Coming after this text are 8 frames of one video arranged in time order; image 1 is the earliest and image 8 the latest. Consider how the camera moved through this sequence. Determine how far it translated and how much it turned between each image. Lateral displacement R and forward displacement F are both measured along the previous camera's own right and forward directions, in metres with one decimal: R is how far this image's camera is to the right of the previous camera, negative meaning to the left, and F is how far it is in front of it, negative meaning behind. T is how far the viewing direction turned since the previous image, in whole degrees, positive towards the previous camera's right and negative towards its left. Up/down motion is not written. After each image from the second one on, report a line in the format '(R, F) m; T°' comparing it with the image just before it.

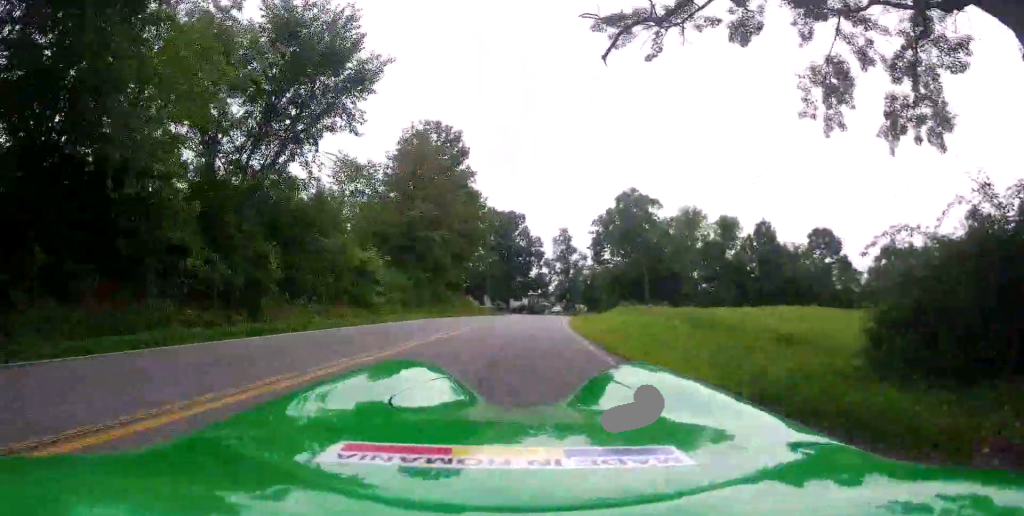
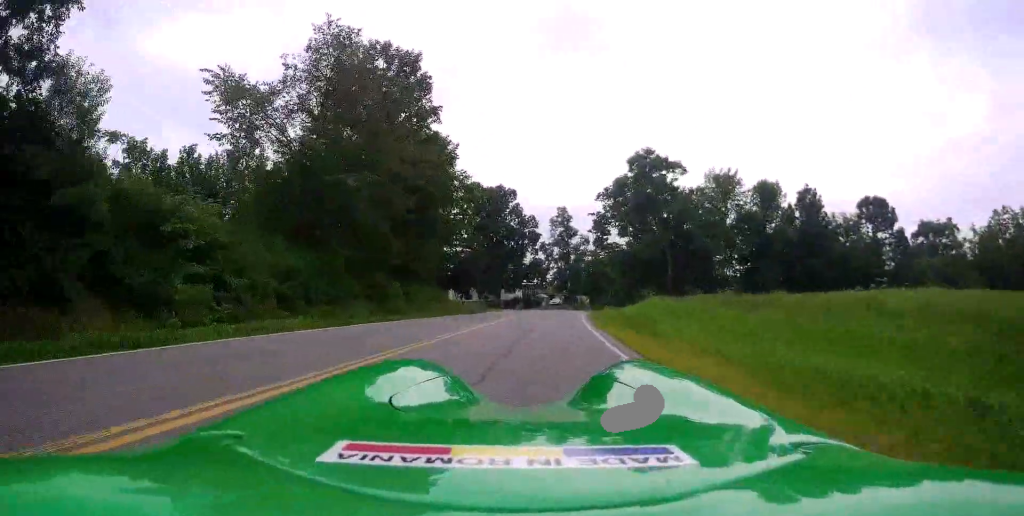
(0.0, +17.7) m; 0°
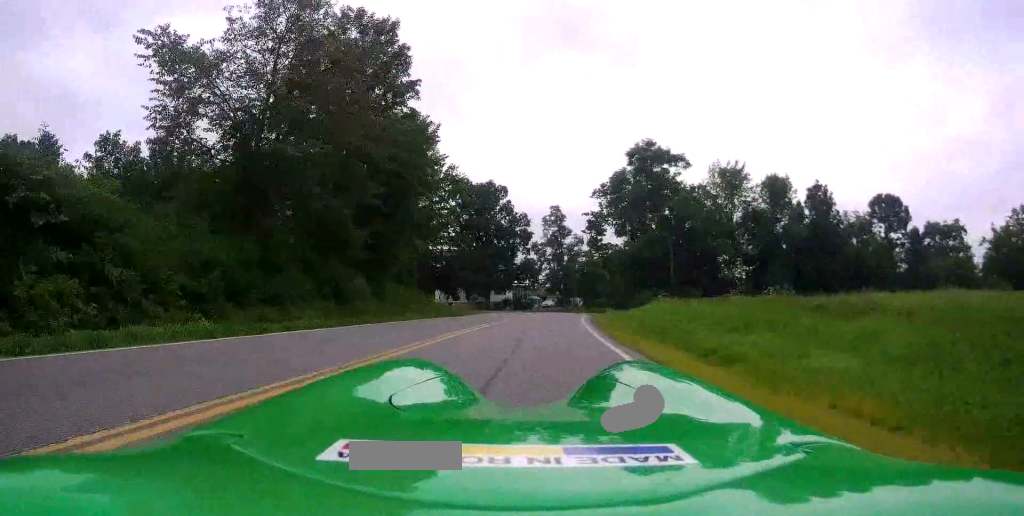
(0.0, +5.2) m; 0°
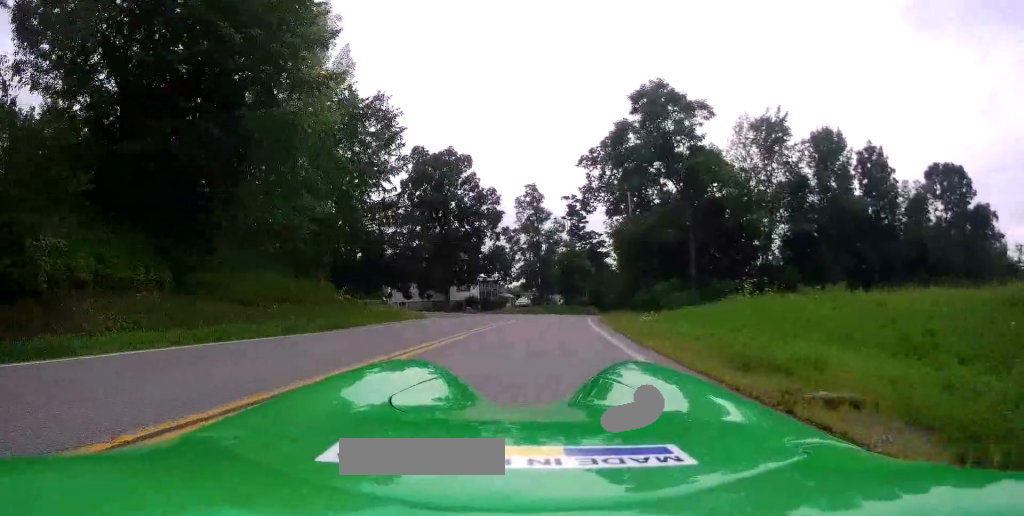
(0.0, +17.2) m; +1°
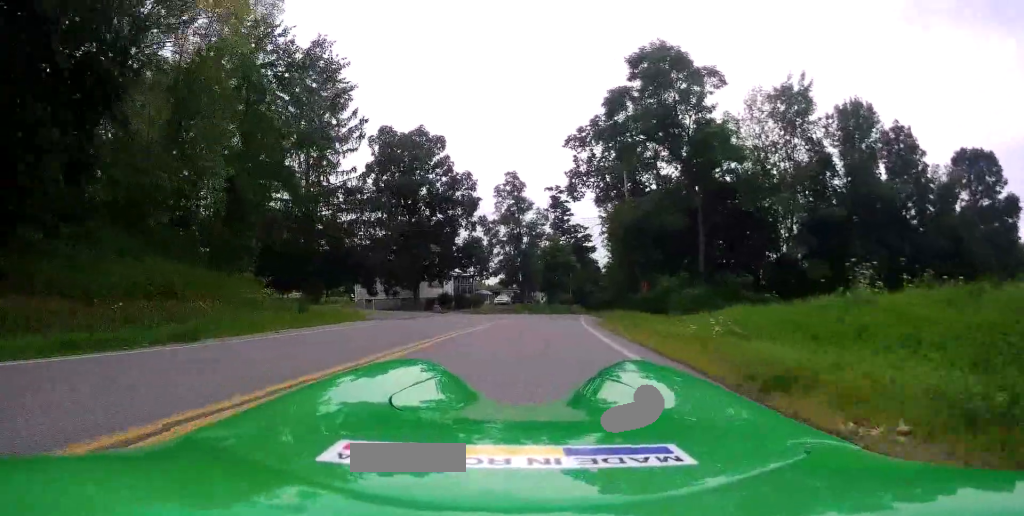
(+0.1, +7.3) m; +3°
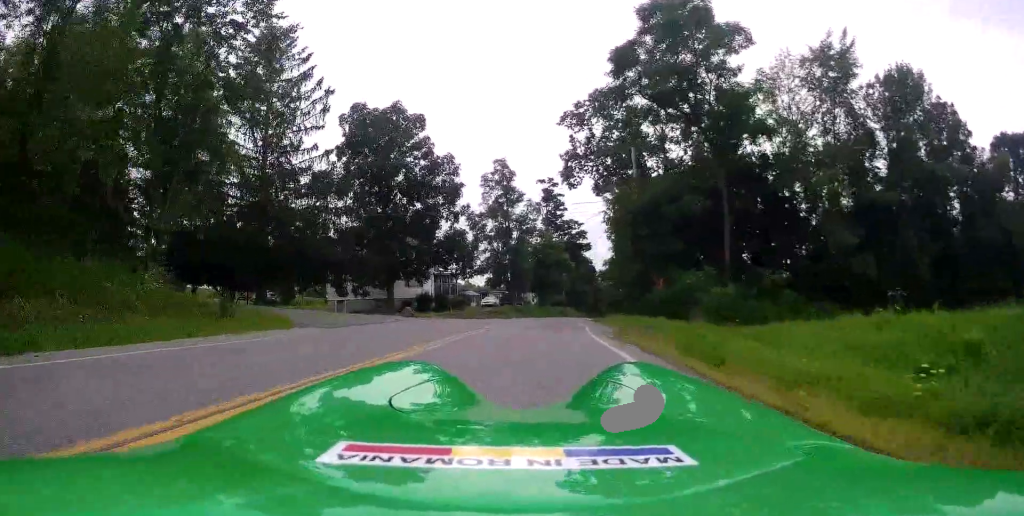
(+0.2, +7.6) m; +2°
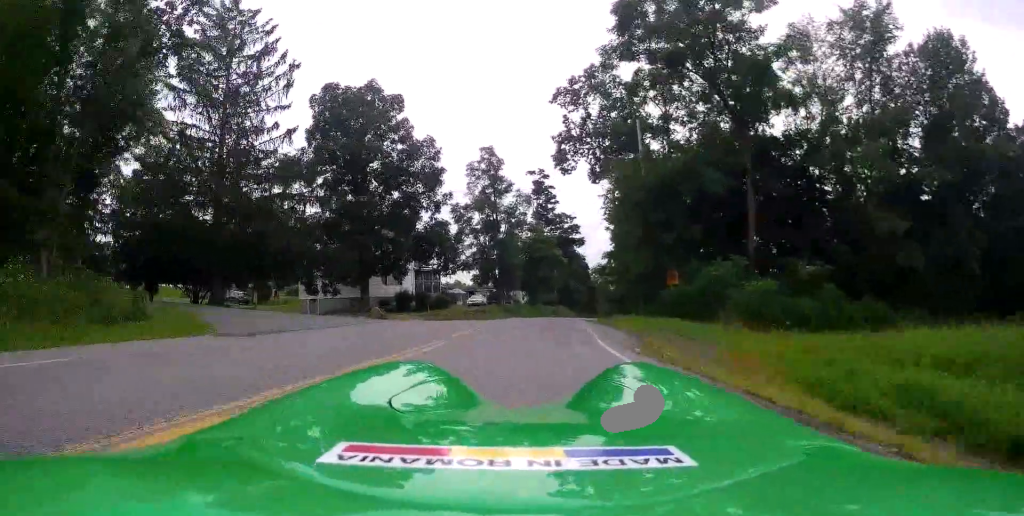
(+0.1, +5.2) m; +1°
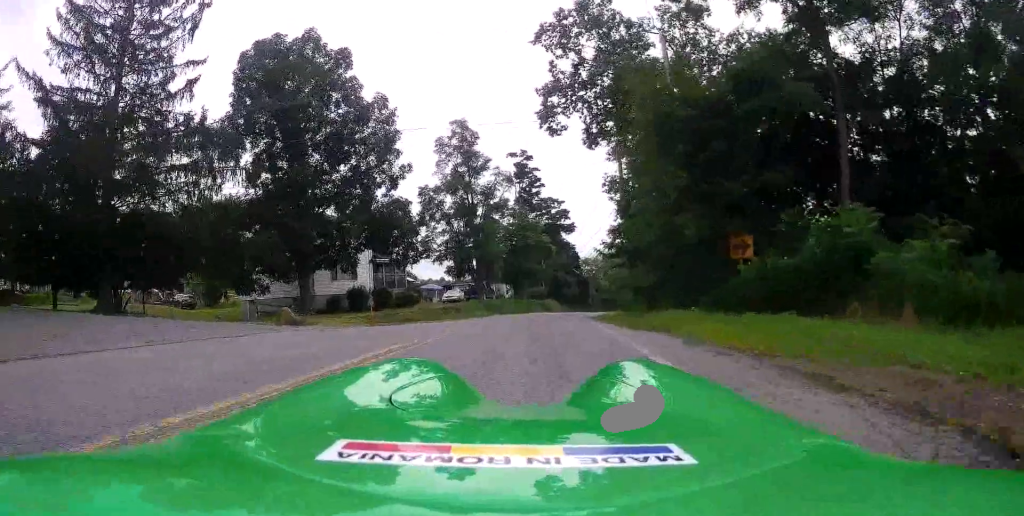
(0.0, +9.7) m; 0°
